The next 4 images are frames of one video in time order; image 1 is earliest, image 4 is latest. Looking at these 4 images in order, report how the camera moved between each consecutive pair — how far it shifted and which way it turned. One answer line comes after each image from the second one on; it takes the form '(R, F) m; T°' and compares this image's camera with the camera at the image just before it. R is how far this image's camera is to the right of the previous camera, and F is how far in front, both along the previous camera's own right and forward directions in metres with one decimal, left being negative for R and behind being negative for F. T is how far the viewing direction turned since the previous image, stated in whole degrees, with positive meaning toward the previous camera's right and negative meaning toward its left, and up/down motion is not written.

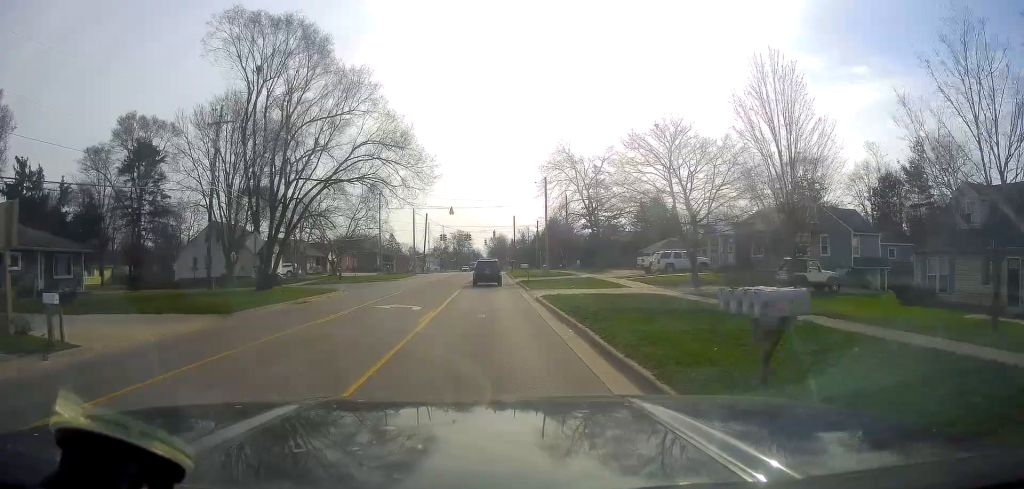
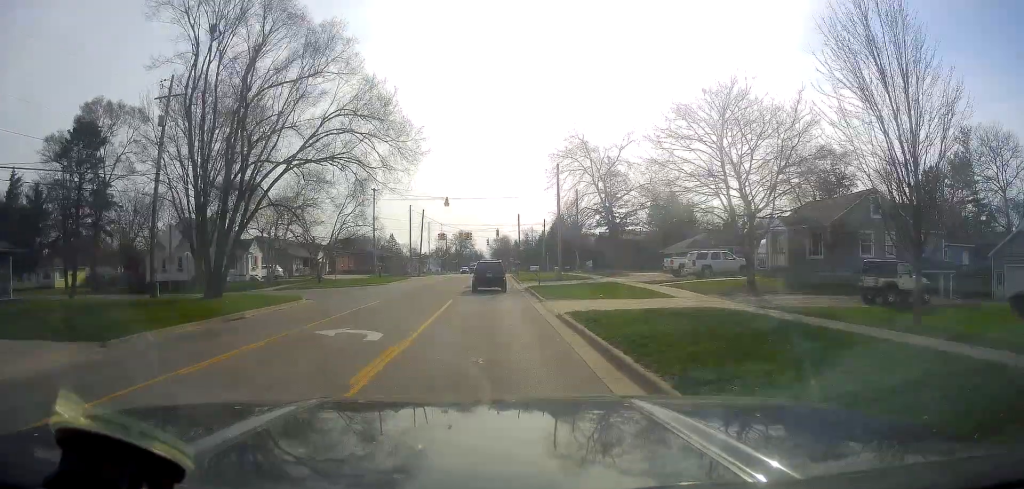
(0.0, +8.0) m; 0°
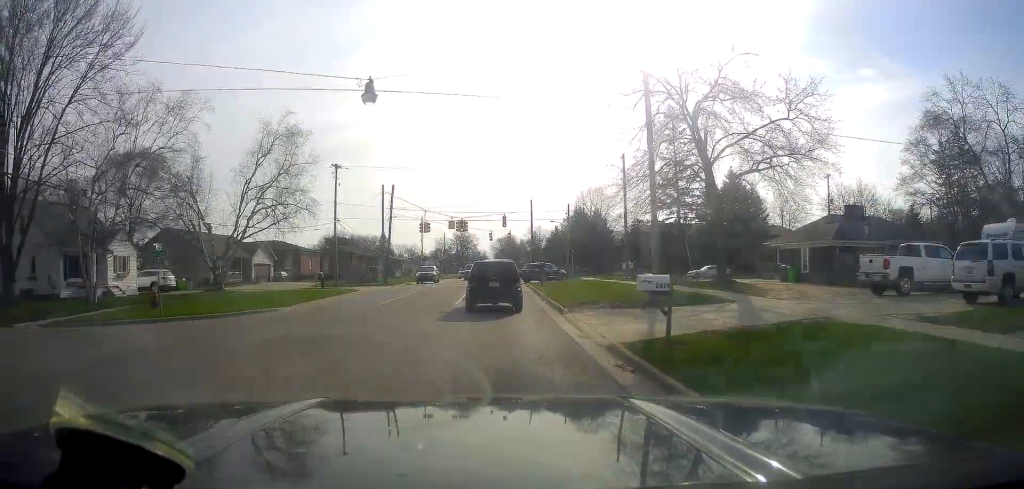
(-0.9, +27.2) m; 0°
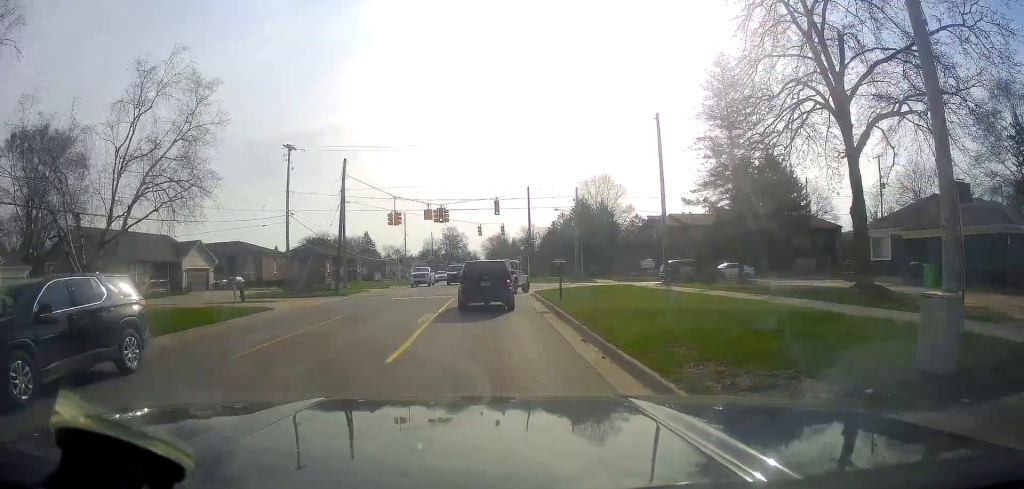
(0.0, +14.0) m; 0°
